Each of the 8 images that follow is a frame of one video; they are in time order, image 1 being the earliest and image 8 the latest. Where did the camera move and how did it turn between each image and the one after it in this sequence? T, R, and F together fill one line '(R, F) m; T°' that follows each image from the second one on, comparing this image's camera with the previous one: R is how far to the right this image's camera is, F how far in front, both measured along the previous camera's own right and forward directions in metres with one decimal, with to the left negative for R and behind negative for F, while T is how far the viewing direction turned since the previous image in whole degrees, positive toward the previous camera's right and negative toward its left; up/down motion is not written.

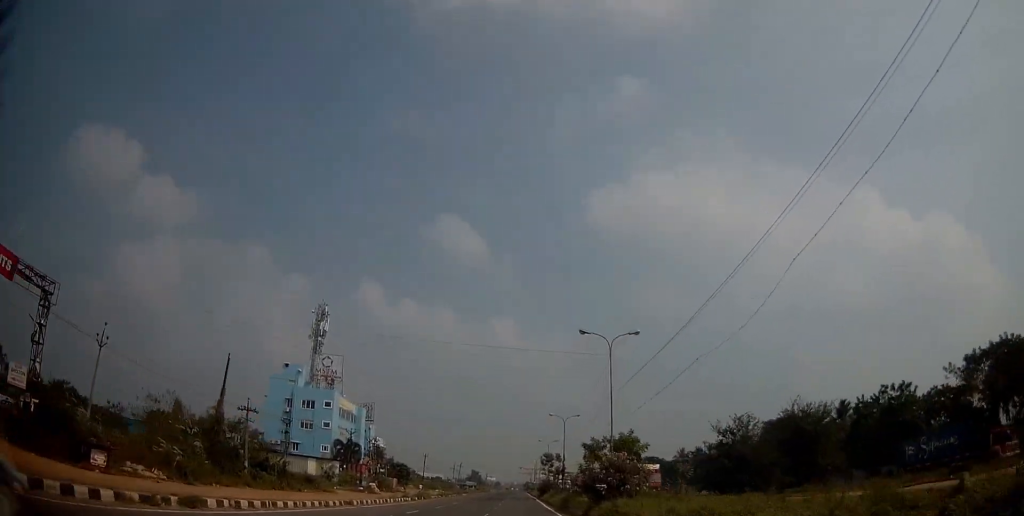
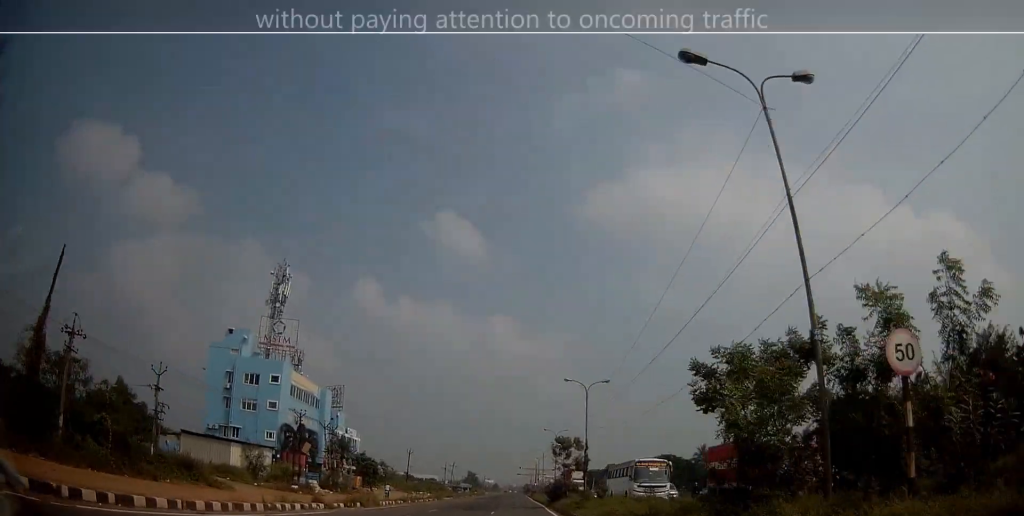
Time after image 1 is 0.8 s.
(+0.2, +21.1) m; 0°
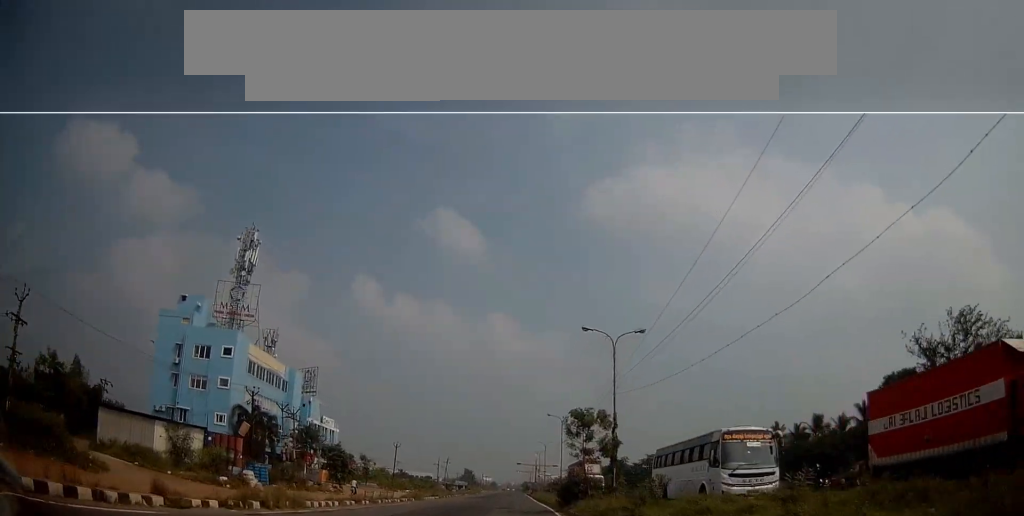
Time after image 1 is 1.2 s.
(-0.2, +12.8) m; 0°
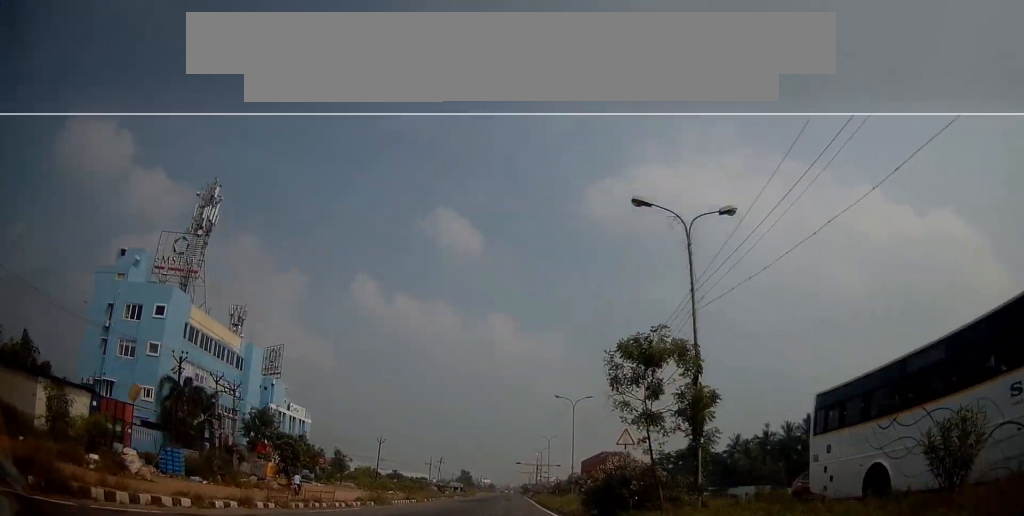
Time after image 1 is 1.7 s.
(-0.1, +13.7) m; 0°
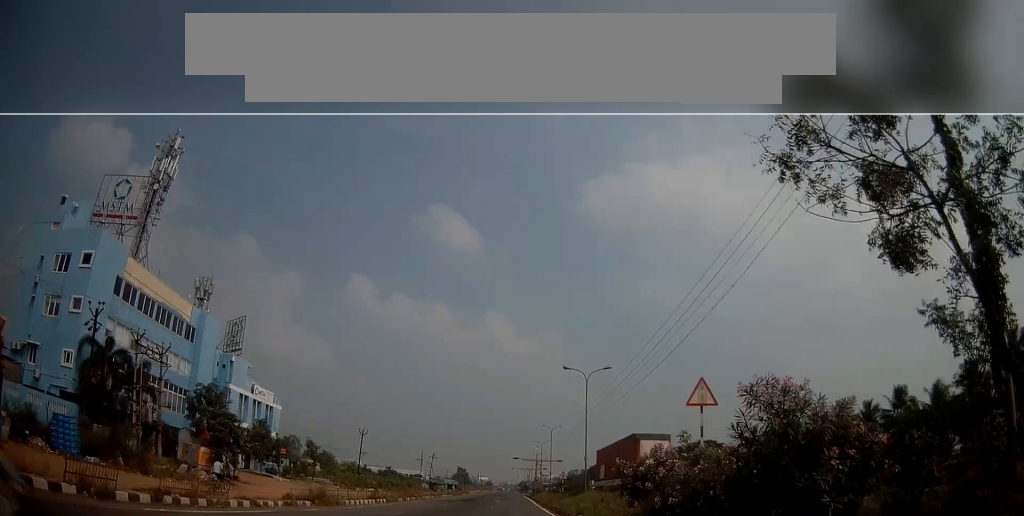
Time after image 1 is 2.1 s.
(0.0, +10.8) m; +1°
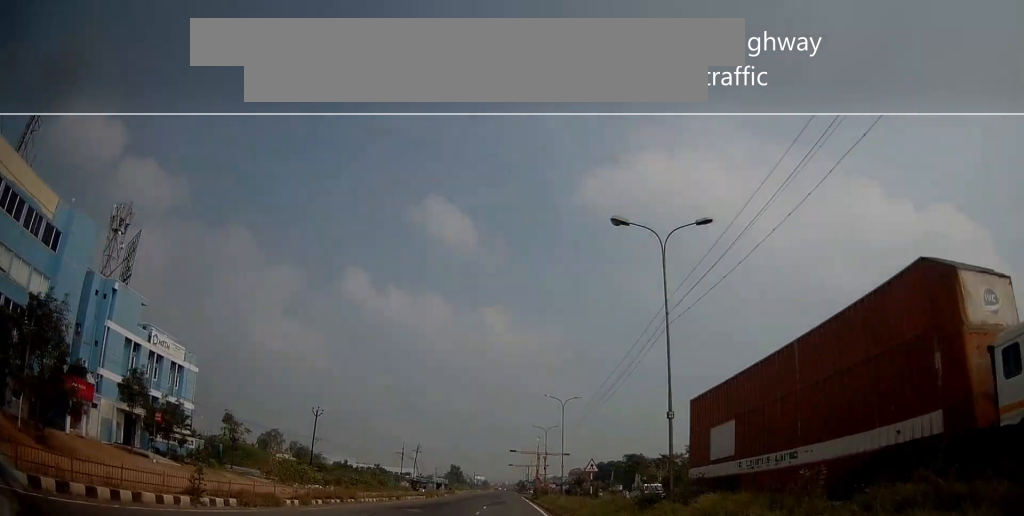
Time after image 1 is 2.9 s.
(+0.2, +21.4) m; +1°
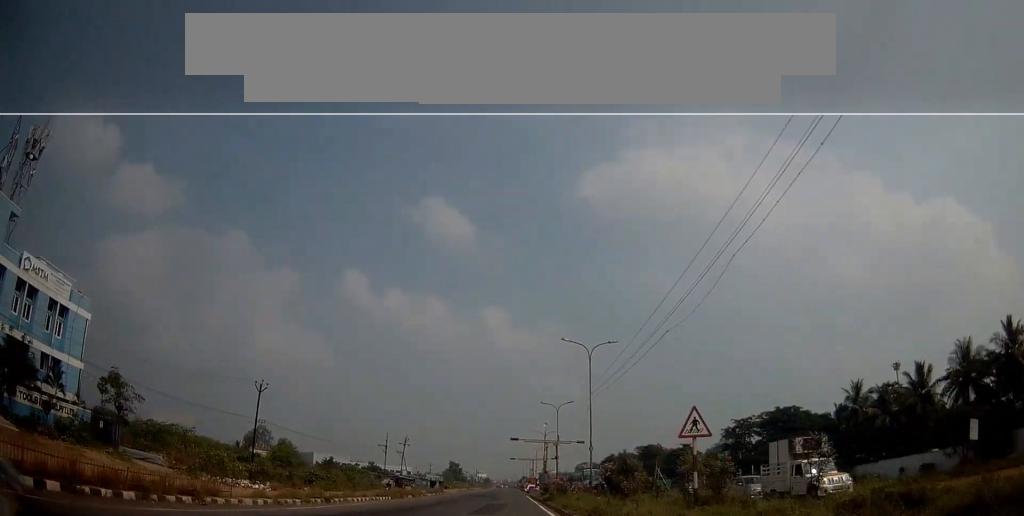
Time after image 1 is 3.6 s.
(+0.3, +17.5) m; 0°
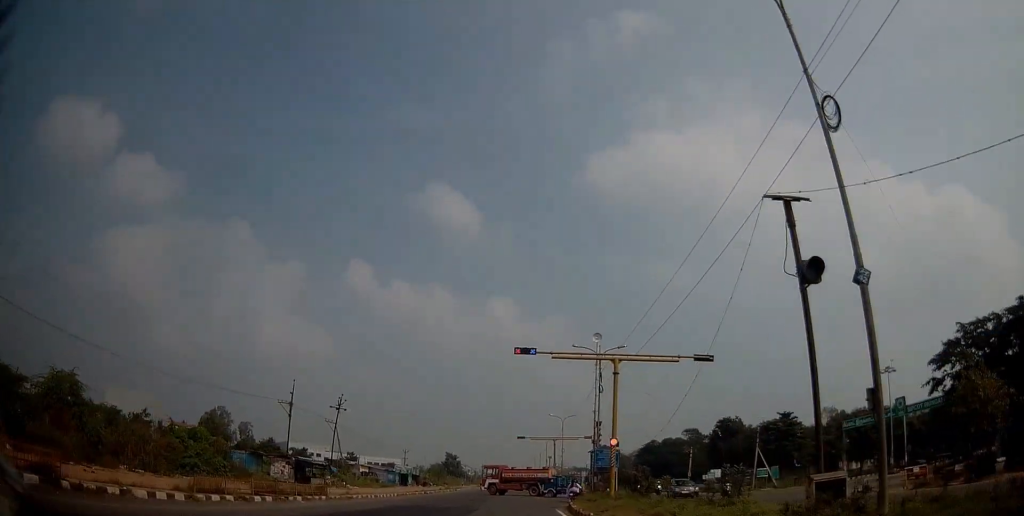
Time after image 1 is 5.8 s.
(-1.6, +49.2) m; -2°
